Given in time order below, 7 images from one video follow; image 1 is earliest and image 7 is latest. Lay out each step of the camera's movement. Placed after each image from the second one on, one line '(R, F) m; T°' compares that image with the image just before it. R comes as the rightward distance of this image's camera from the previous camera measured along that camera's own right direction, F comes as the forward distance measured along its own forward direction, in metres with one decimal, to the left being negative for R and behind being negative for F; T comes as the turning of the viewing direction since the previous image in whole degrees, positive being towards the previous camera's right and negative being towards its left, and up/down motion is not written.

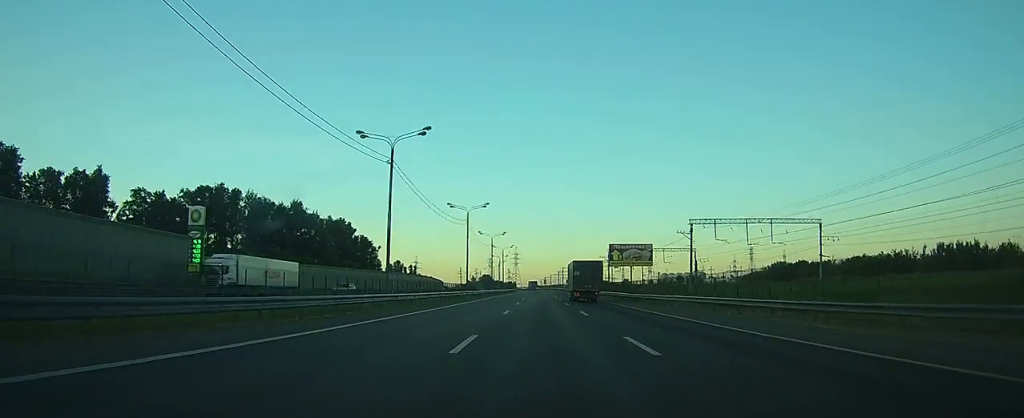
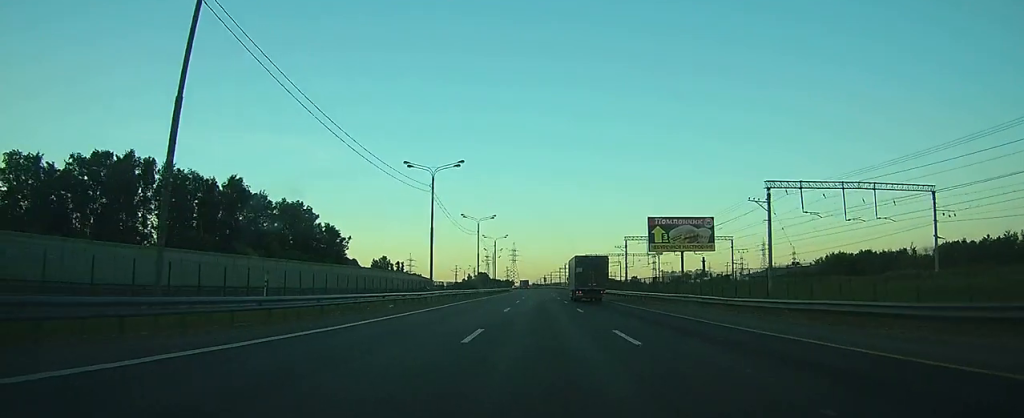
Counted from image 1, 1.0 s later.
(0.0, +30.0) m; 0°
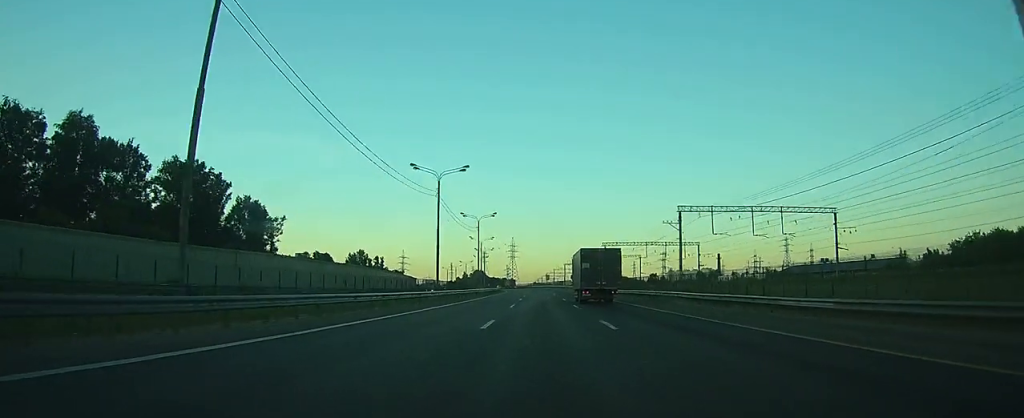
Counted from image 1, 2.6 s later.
(-0.1, +44.1) m; 0°
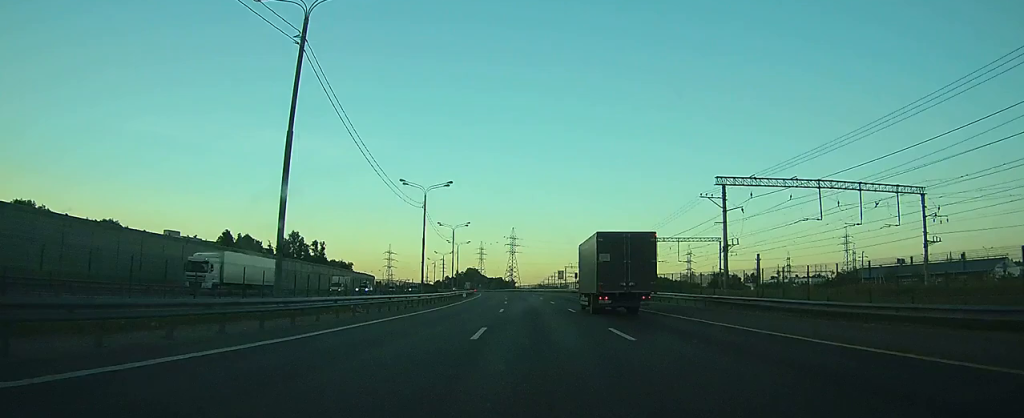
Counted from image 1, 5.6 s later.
(-0.5, +83.5) m; -1°
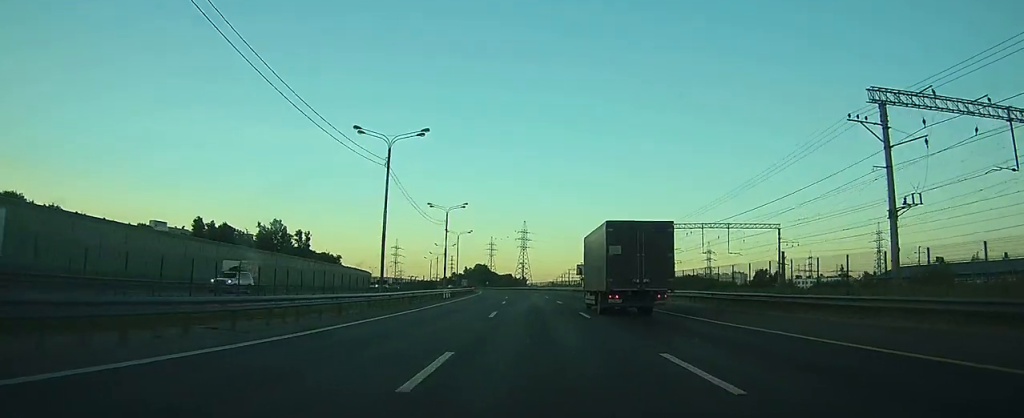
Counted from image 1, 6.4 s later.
(-0.1, +23.5) m; -1°
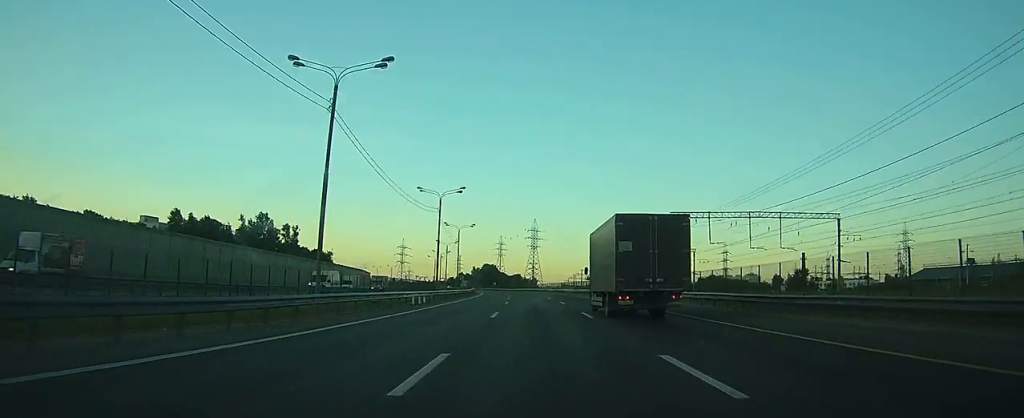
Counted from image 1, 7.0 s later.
(-0.1, +16.2) m; -1°
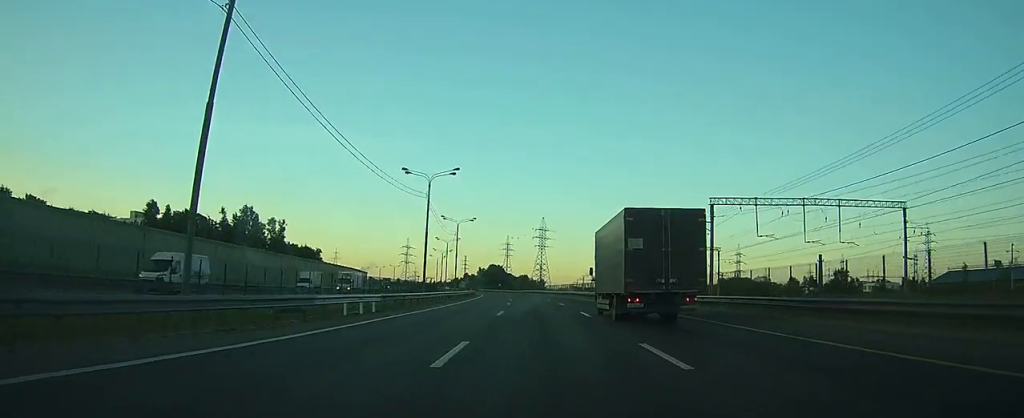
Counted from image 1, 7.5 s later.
(0.0, +13.4) m; -1°
